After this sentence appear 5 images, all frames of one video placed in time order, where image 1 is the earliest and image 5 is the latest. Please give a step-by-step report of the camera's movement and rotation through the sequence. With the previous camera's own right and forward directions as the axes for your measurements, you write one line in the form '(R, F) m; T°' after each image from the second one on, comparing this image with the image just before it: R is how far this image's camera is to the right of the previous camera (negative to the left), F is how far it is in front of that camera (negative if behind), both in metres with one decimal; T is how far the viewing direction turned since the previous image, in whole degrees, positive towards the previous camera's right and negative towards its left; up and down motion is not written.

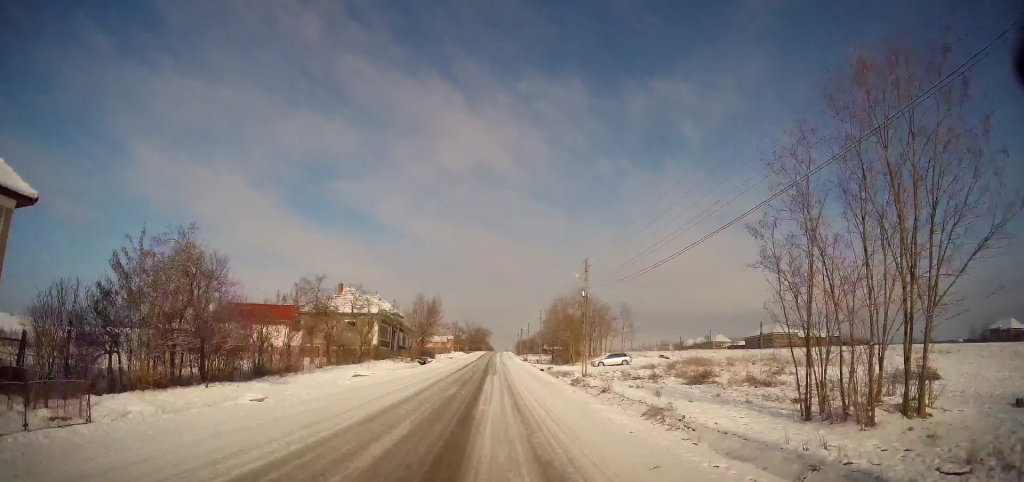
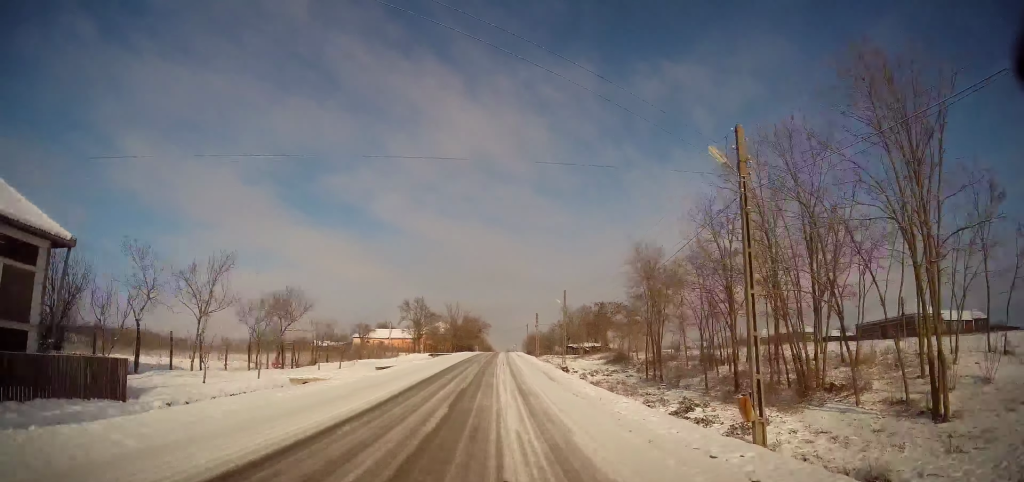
(+0.5, +60.6) m; 0°
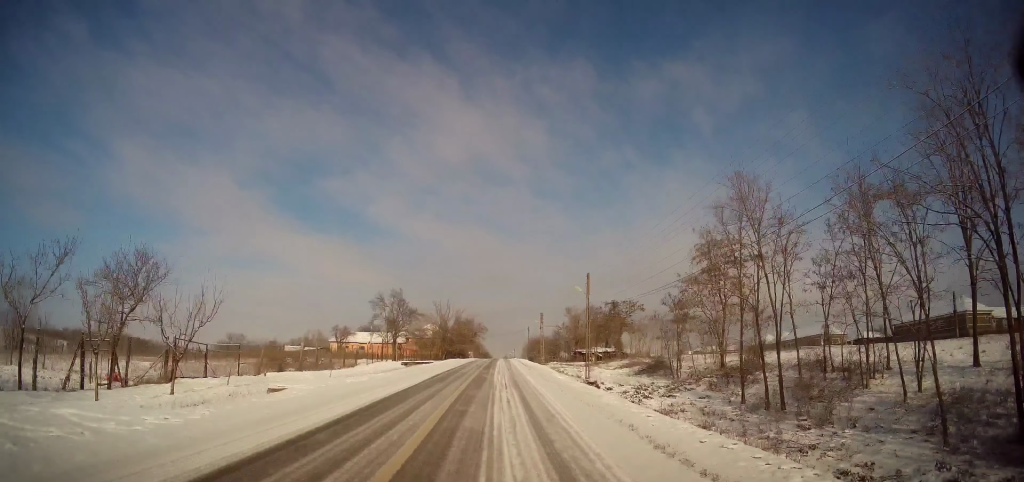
(0.0, +14.7) m; 0°
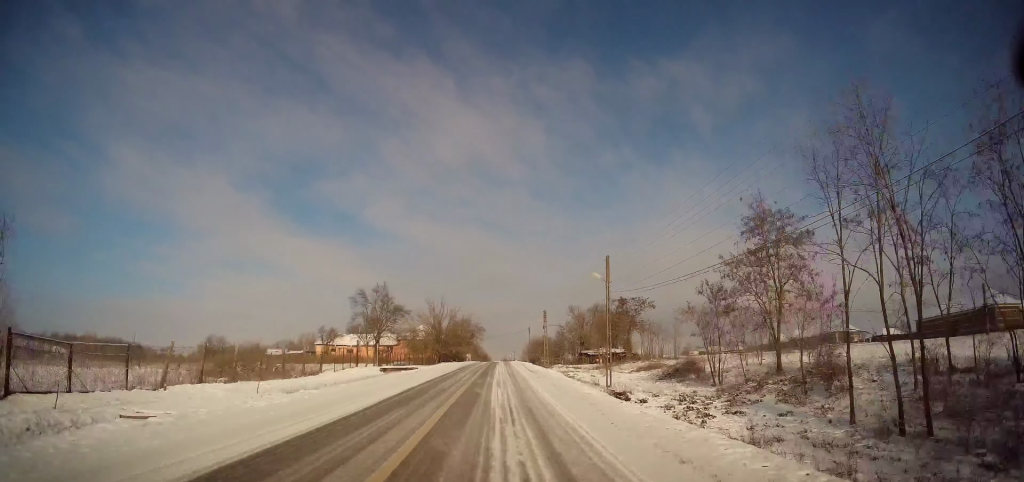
(0.0, +7.4) m; 0°
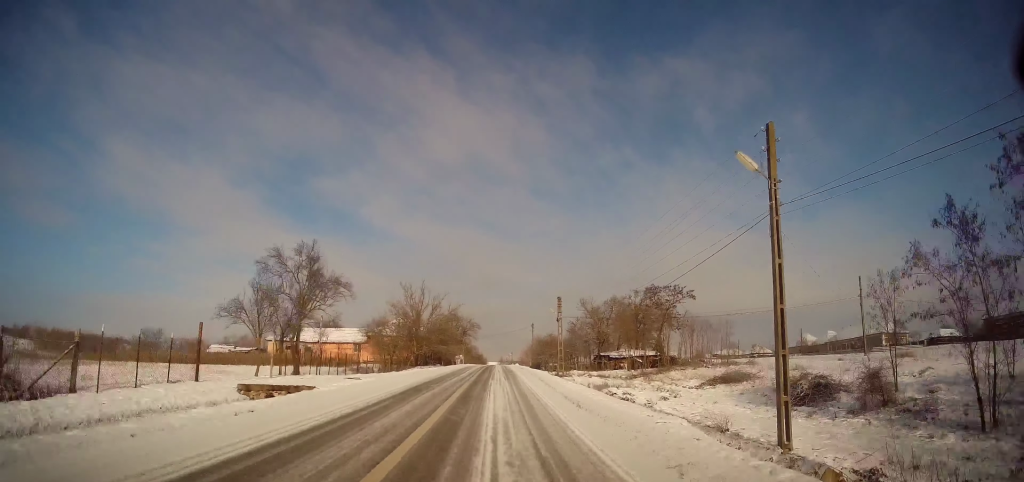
(+0.1, +19.2) m; 0°
